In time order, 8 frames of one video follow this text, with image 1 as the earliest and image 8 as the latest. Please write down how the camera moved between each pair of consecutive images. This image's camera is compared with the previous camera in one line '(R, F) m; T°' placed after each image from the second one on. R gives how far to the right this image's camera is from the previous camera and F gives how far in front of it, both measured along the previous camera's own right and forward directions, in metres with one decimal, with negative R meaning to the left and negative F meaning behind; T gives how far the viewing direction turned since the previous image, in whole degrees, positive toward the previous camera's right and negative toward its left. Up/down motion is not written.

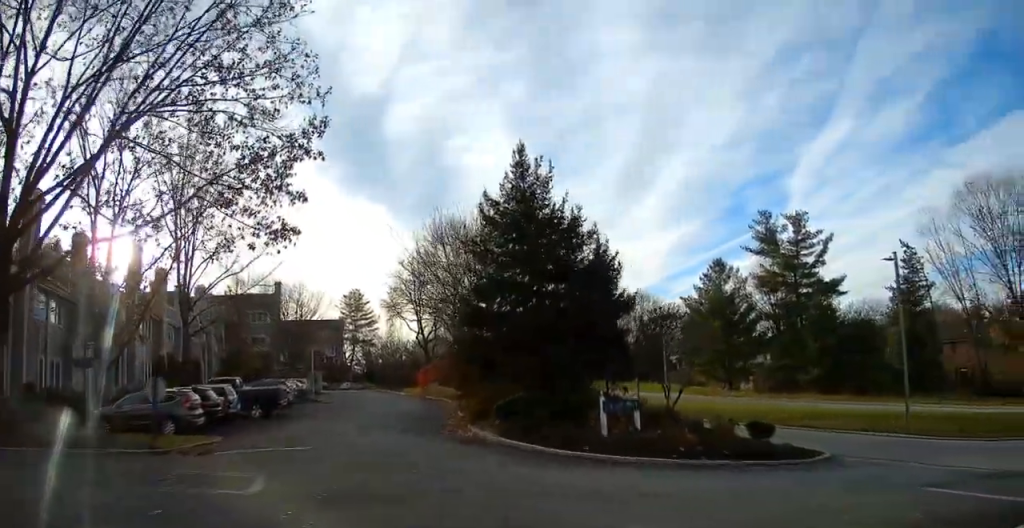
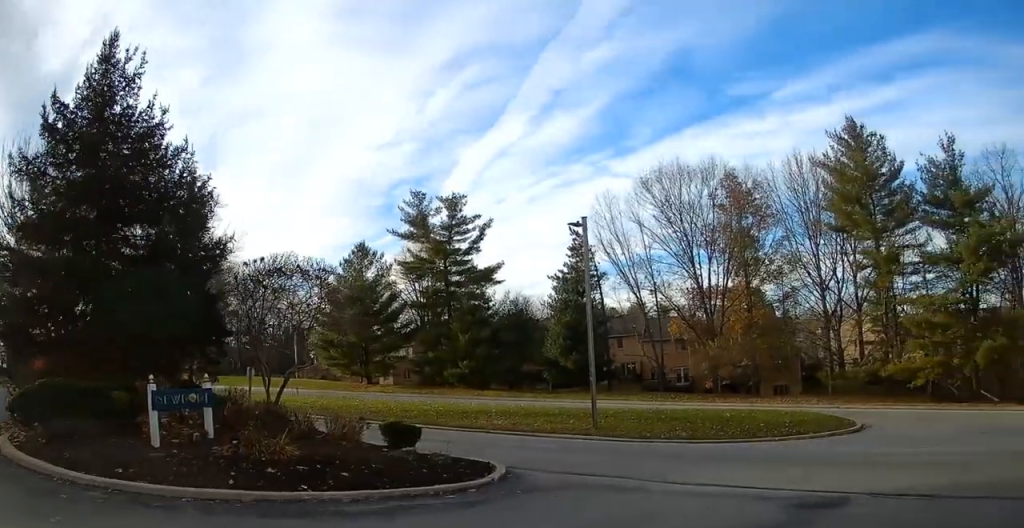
(+2.5, +5.4) m; +50°
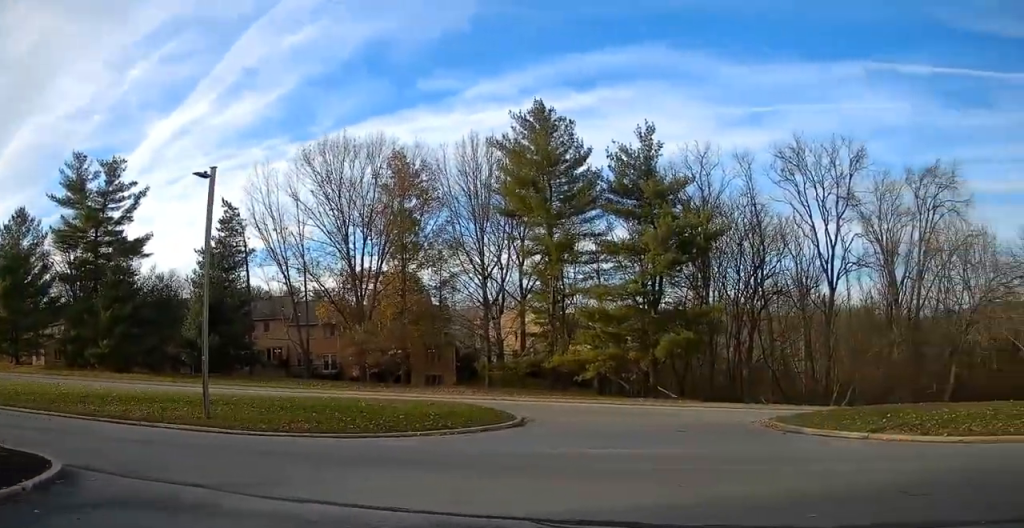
(+0.3, +3.4) m; +13°
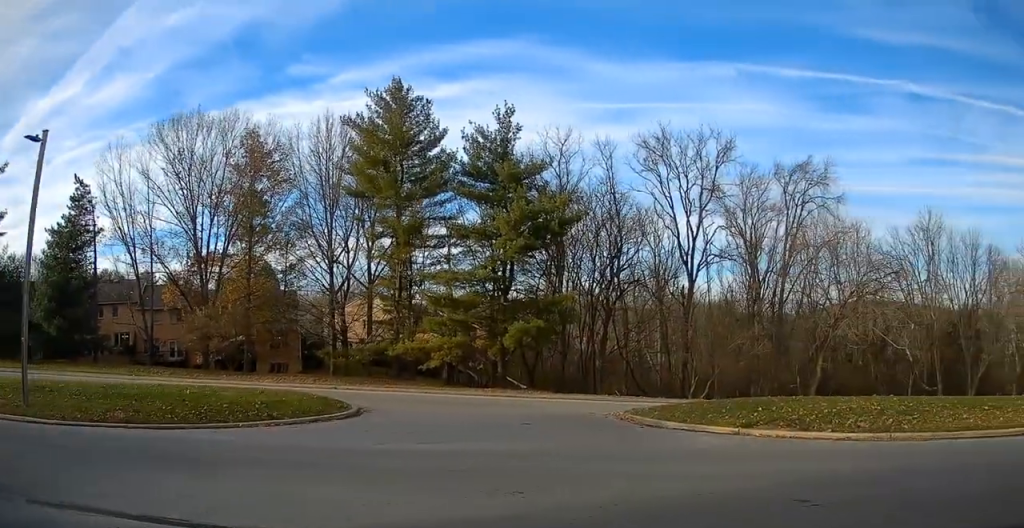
(+0.2, +1.8) m; +8°
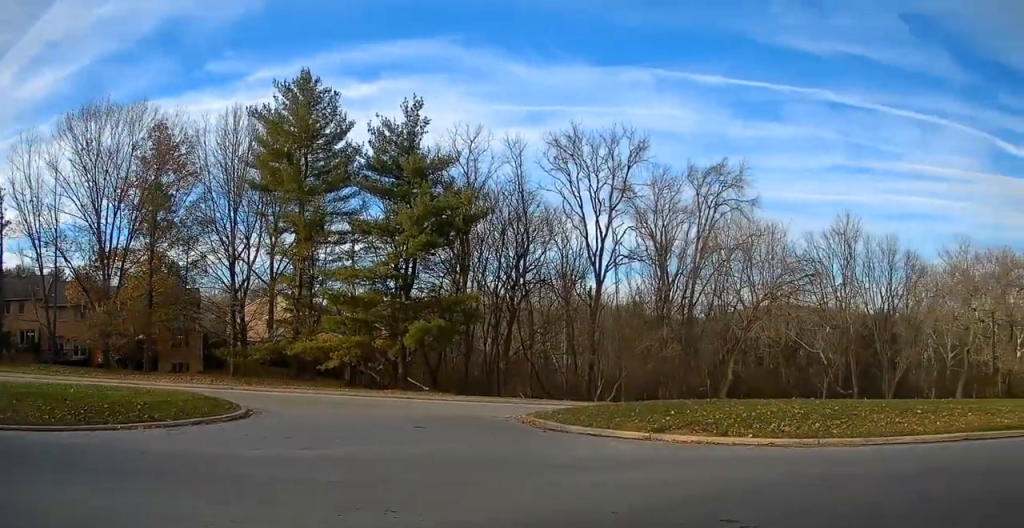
(+0.1, +1.5) m; +8°
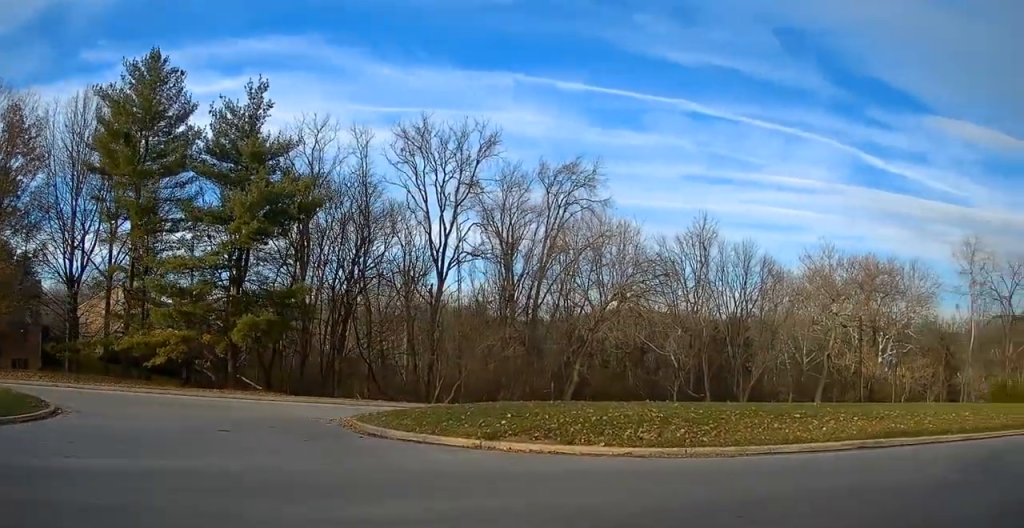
(+0.2, +2.6) m; +18°
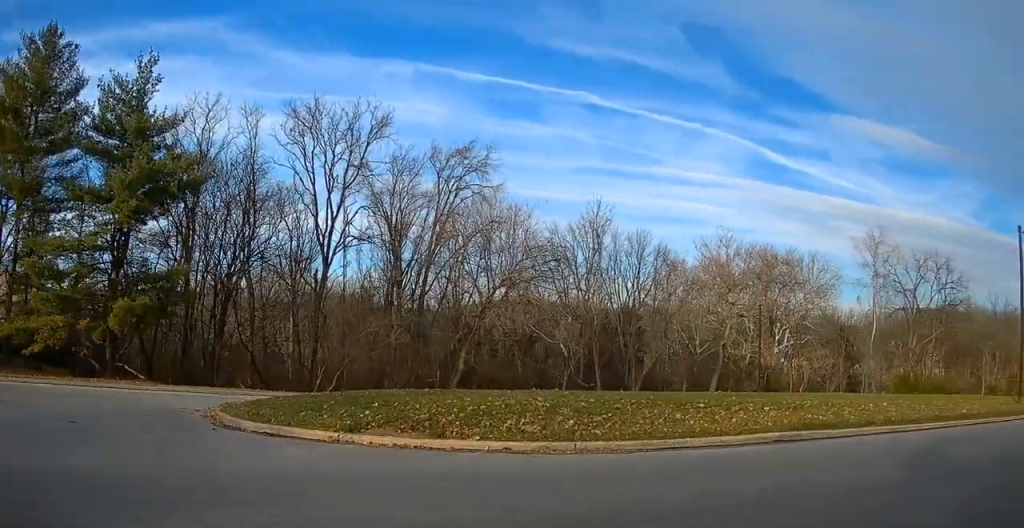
(+0.3, +1.6) m; +11°
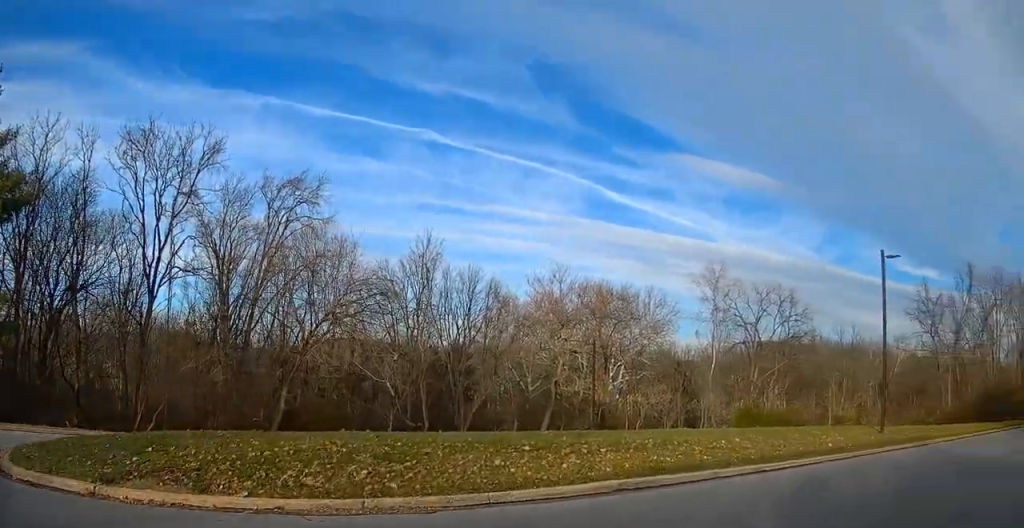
(+0.2, +1.9) m; +13°
